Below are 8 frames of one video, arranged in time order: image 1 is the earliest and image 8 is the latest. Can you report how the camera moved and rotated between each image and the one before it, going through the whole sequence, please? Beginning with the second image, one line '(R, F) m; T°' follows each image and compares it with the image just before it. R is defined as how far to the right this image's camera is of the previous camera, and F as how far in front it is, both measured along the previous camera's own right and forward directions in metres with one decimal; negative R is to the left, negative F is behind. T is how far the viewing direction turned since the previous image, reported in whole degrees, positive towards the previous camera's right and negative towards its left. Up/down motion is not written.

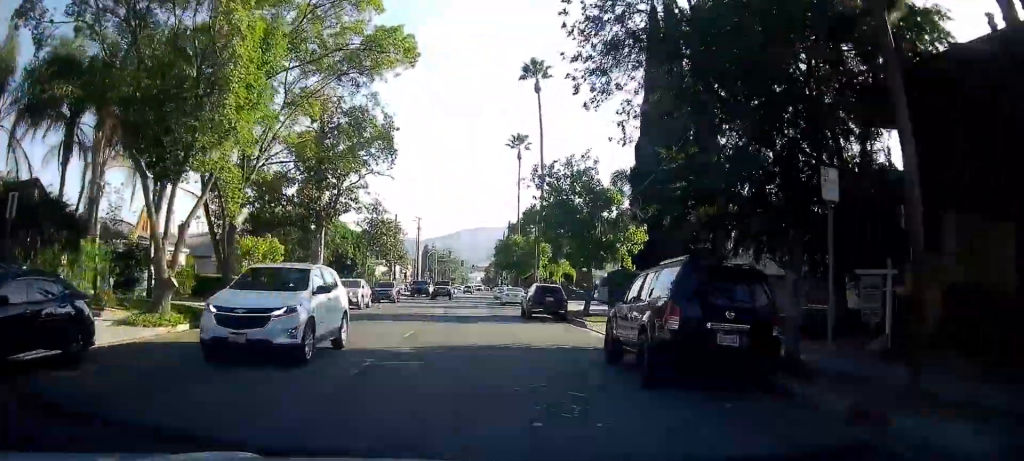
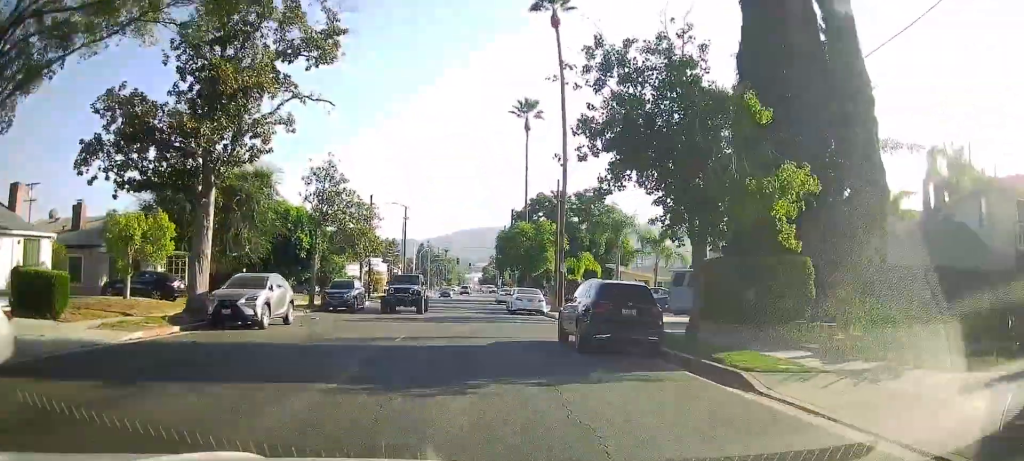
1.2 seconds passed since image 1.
(+0.4, +15.5) m; +2°
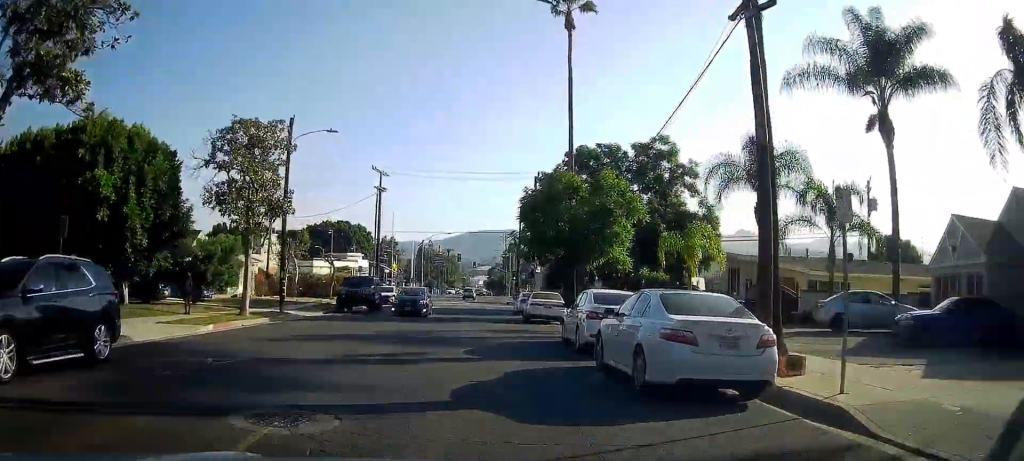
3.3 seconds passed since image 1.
(-0.8, +27.8) m; -3°
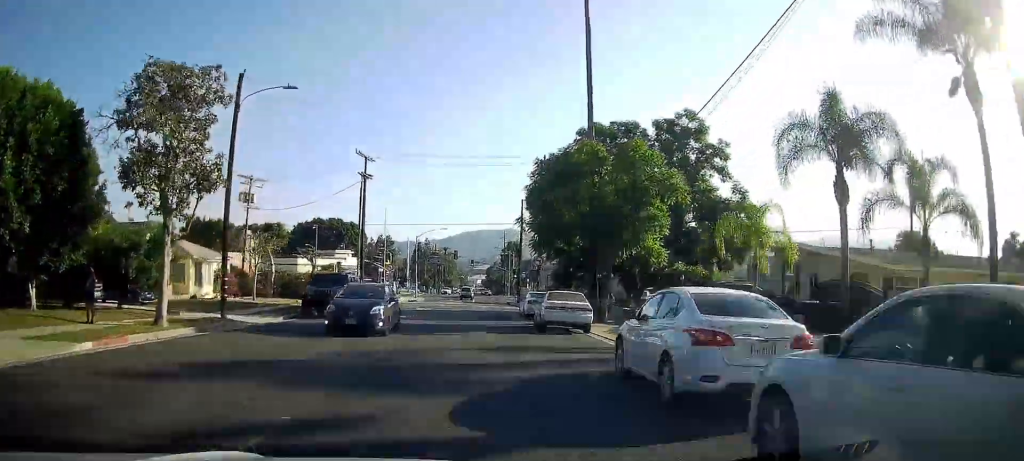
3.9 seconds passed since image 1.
(0.0, +7.4) m; 0°
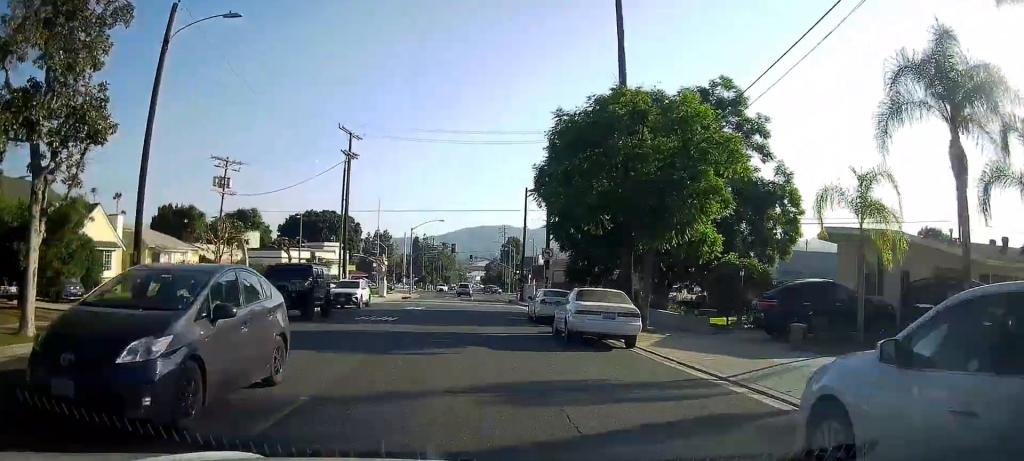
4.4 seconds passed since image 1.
(0.0, +6.2) m; 0°
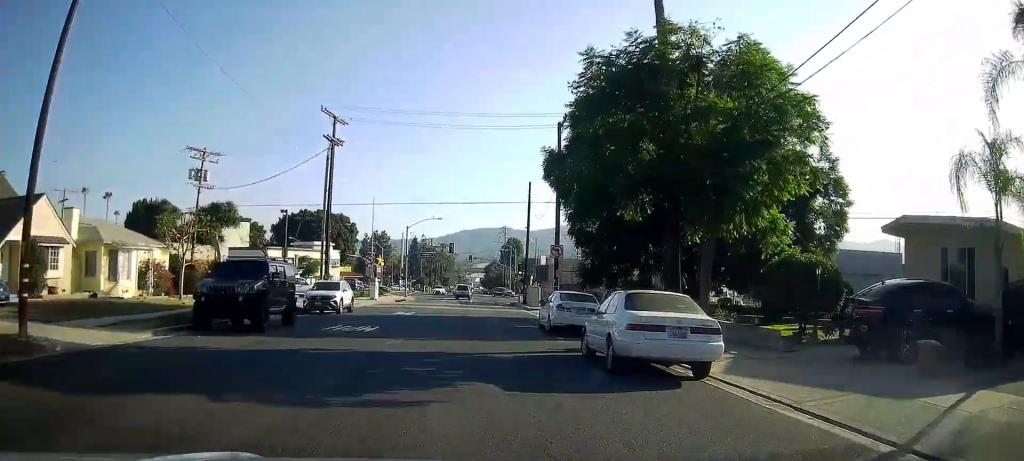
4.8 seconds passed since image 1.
(0.0, +5.4) m; 0°
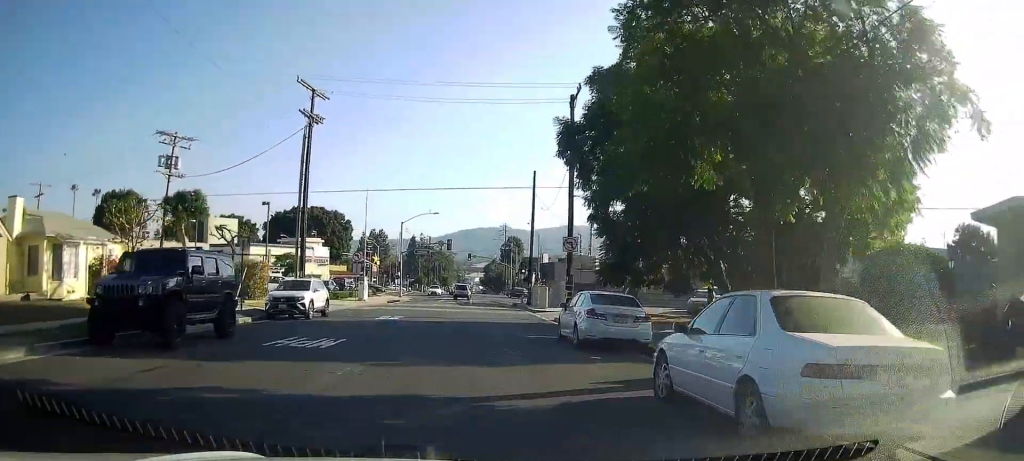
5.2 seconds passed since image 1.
(0.0, +5.3) m; 0°
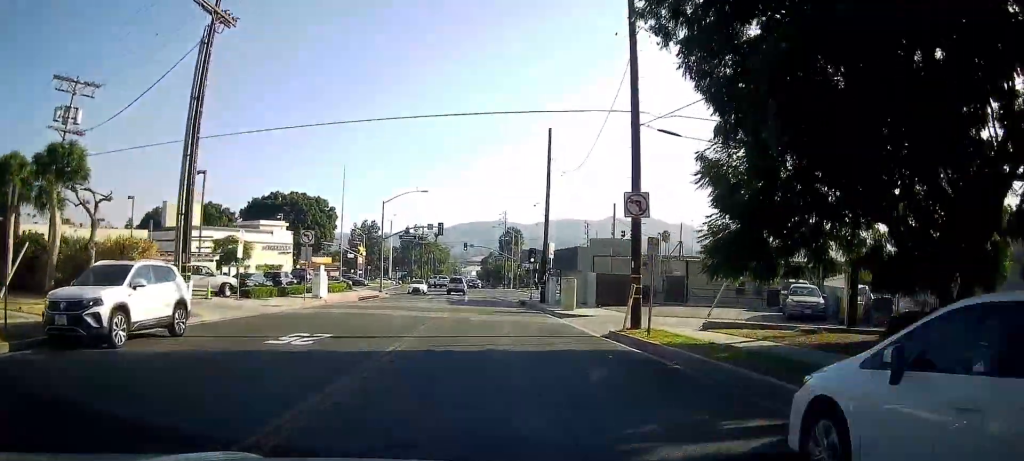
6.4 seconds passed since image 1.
(+0.1, +14.0) m; +1°
